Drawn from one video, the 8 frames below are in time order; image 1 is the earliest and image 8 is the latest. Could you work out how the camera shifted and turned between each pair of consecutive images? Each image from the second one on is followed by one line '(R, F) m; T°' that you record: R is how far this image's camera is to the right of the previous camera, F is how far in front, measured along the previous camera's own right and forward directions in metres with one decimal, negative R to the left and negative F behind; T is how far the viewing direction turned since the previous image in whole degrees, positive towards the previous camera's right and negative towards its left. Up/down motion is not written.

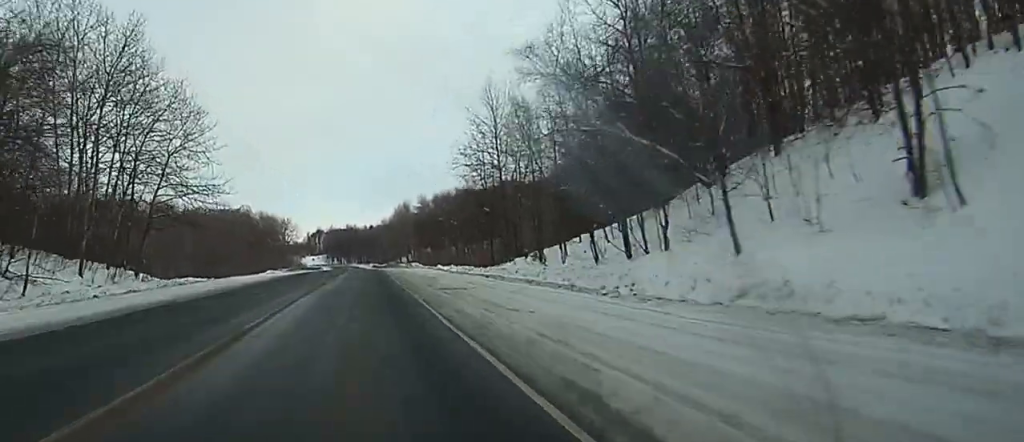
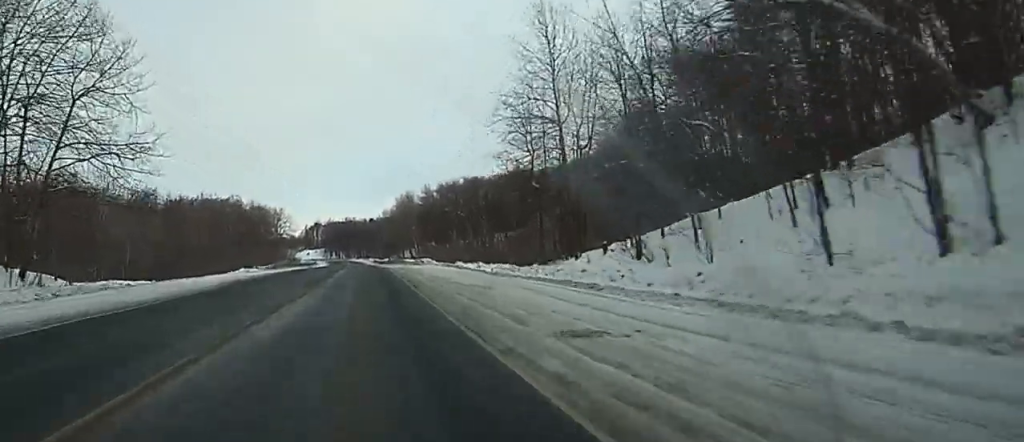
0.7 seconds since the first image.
(0.0, +20.8) m; 0°
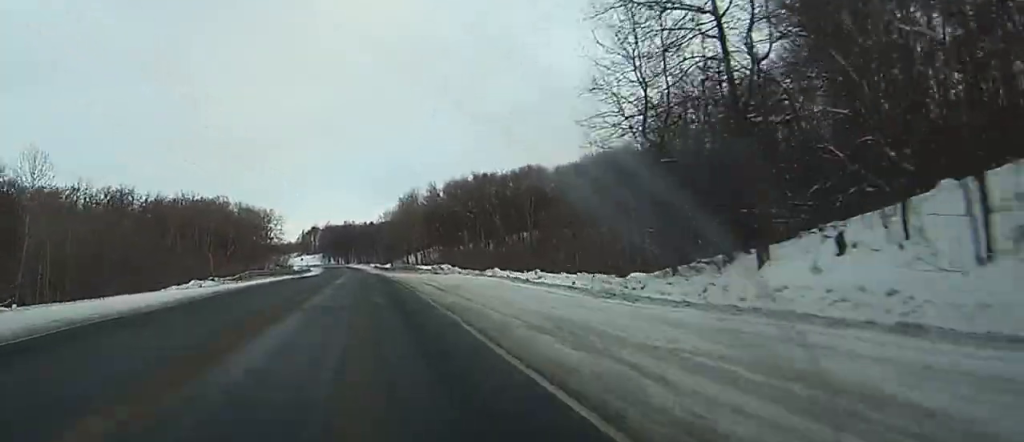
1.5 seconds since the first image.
(-0.1, +21.6) m; 0°
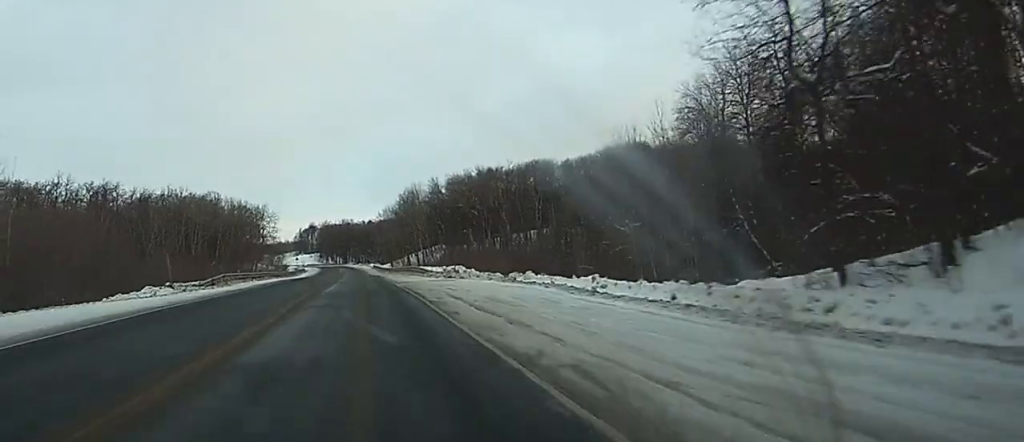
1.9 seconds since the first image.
(0.0, +11.2) m; 0°
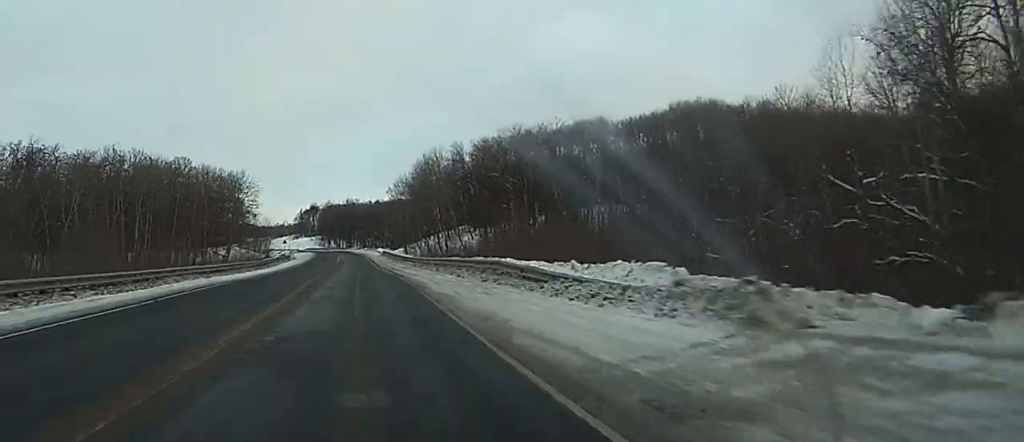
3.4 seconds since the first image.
(-0.3, +41.8) m; -1°
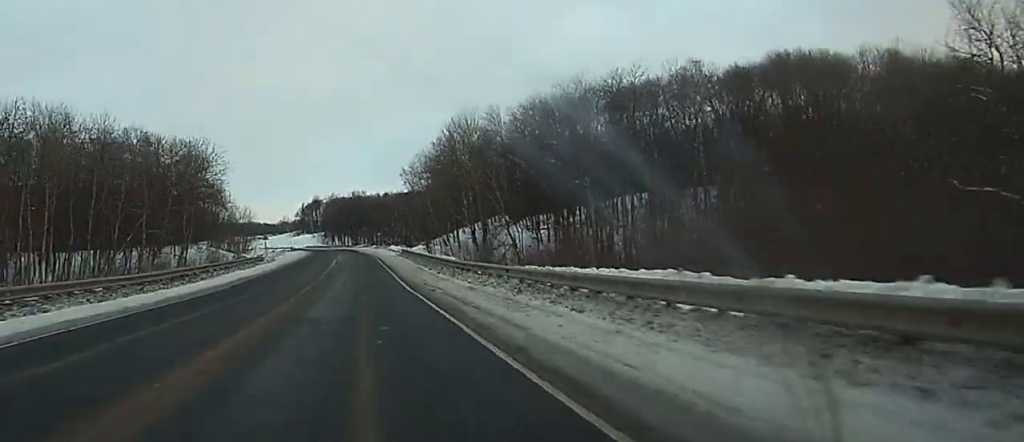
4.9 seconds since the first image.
(+0.1, +40.3) m; 0°
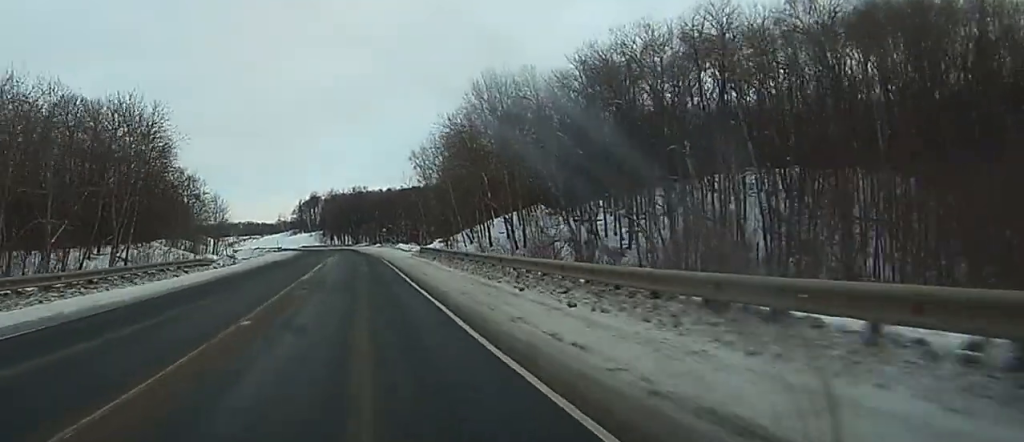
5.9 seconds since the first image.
(0.0, +28.2) m; 0°
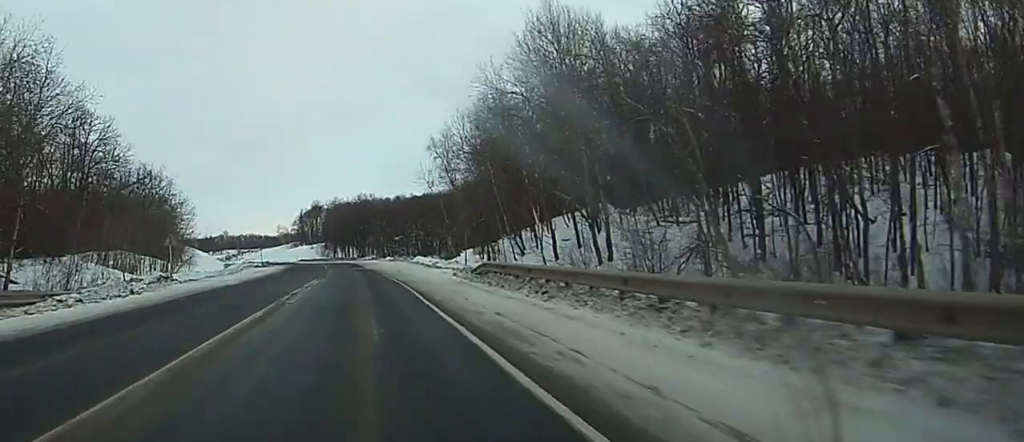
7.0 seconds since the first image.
(0.0, +28.8) m; 0°
